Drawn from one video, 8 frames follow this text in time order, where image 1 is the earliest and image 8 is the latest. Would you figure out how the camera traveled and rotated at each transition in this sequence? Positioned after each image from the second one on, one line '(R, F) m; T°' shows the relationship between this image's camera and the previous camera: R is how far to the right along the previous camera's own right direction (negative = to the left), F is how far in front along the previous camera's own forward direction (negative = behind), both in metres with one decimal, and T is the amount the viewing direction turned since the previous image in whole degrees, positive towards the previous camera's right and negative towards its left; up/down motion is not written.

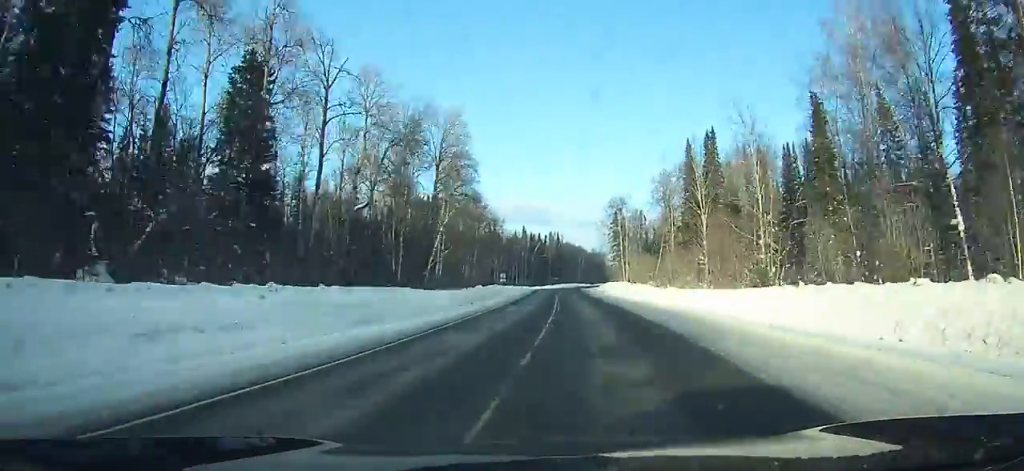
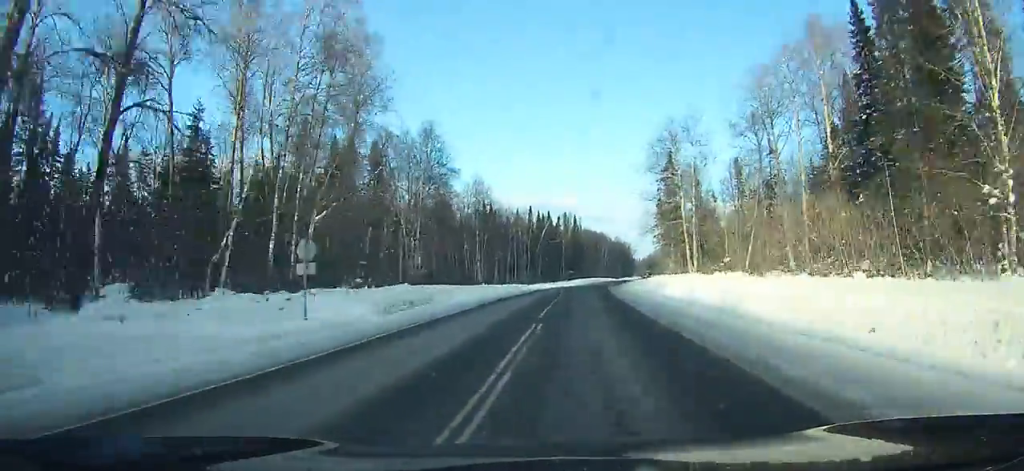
(+1.0, +63.9) m; -6°
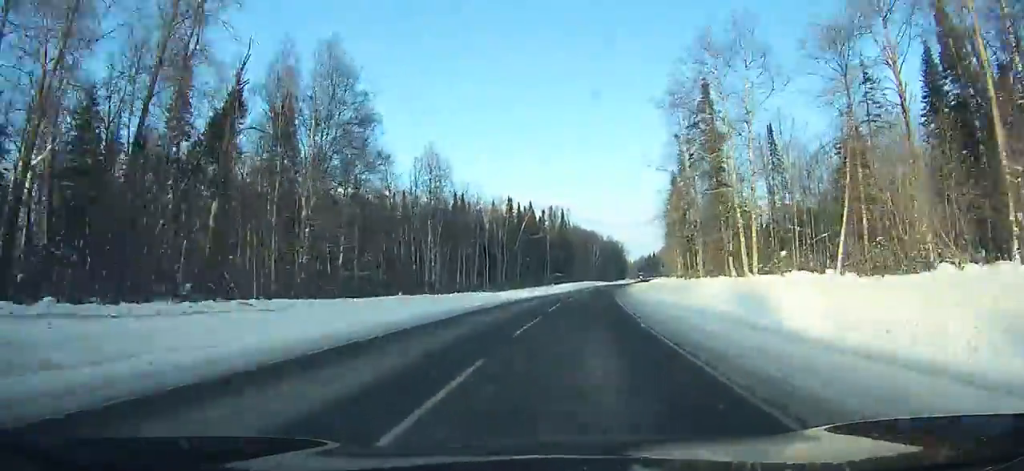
(-5.2, +30.9) m; -1°
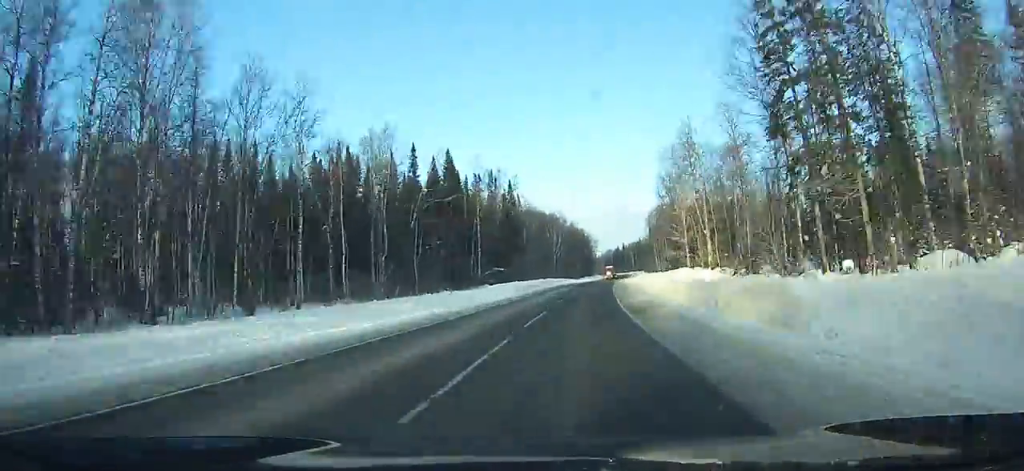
(-2.8, +61.5) m; +1°
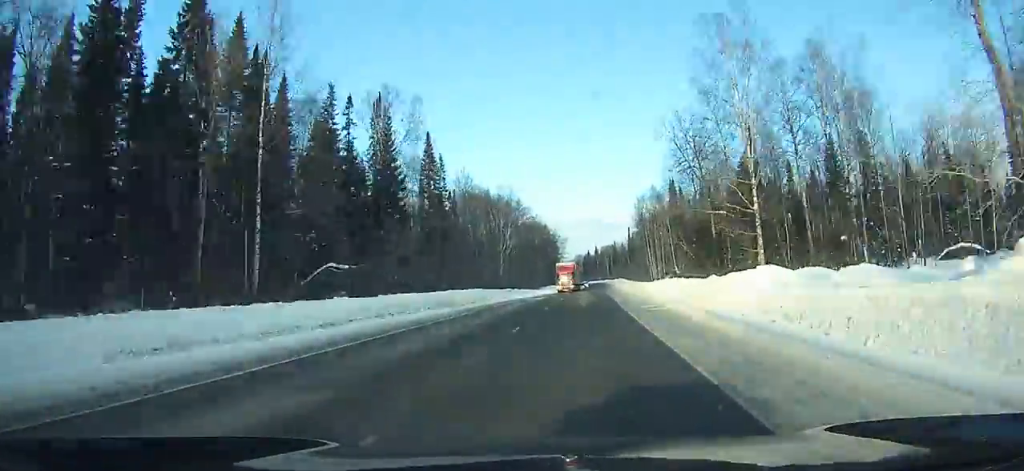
(+4.6, +61.0) m; +6°
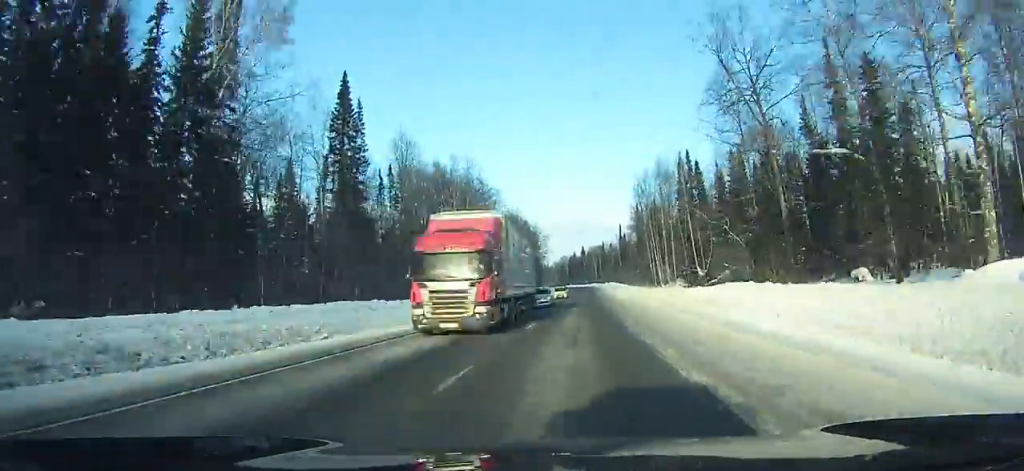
(+0.7, +32.7) m; +1°
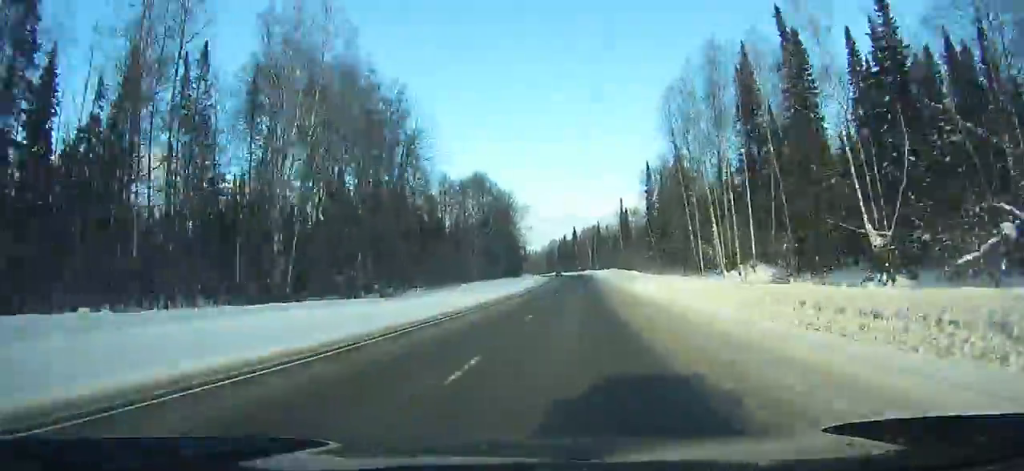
(+0.7, +50.0) m; +1°
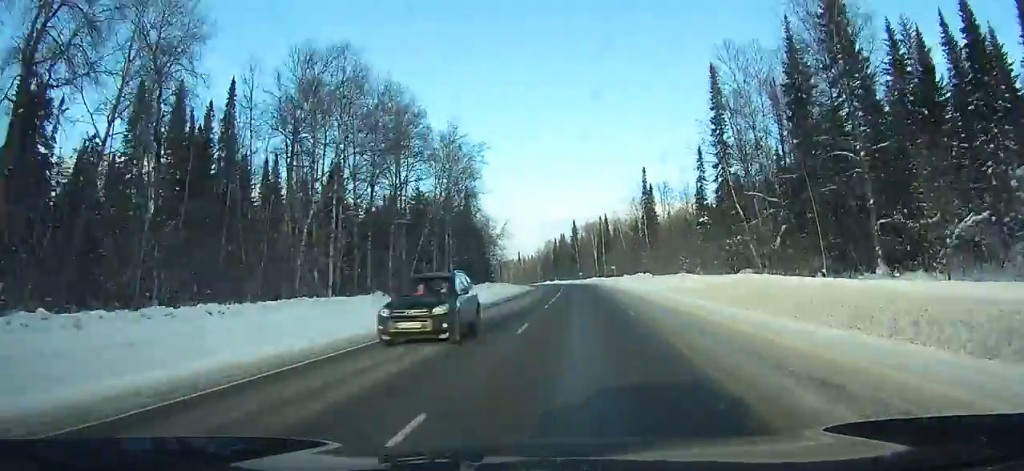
(+0.6, +66.7) m; 0°
